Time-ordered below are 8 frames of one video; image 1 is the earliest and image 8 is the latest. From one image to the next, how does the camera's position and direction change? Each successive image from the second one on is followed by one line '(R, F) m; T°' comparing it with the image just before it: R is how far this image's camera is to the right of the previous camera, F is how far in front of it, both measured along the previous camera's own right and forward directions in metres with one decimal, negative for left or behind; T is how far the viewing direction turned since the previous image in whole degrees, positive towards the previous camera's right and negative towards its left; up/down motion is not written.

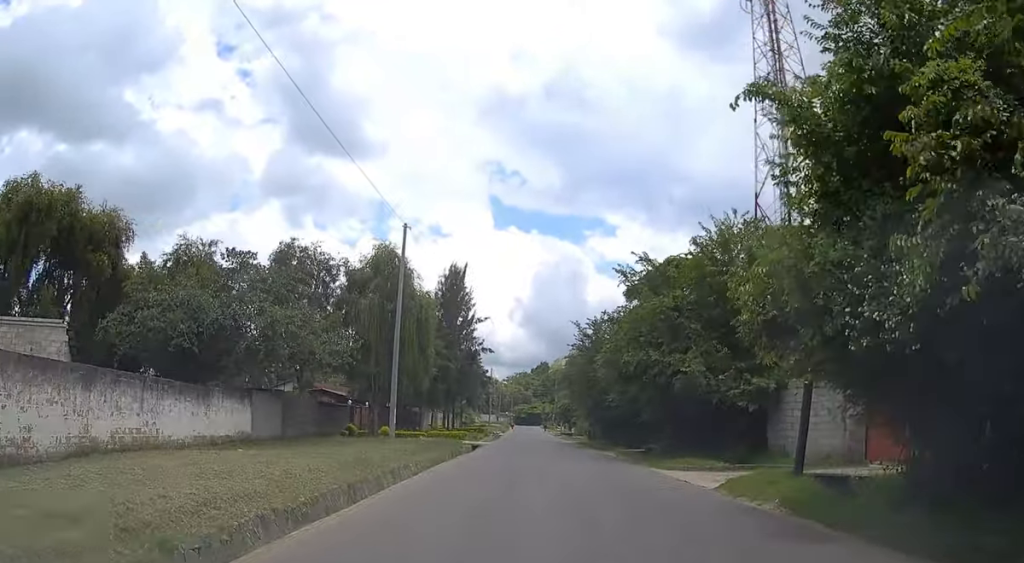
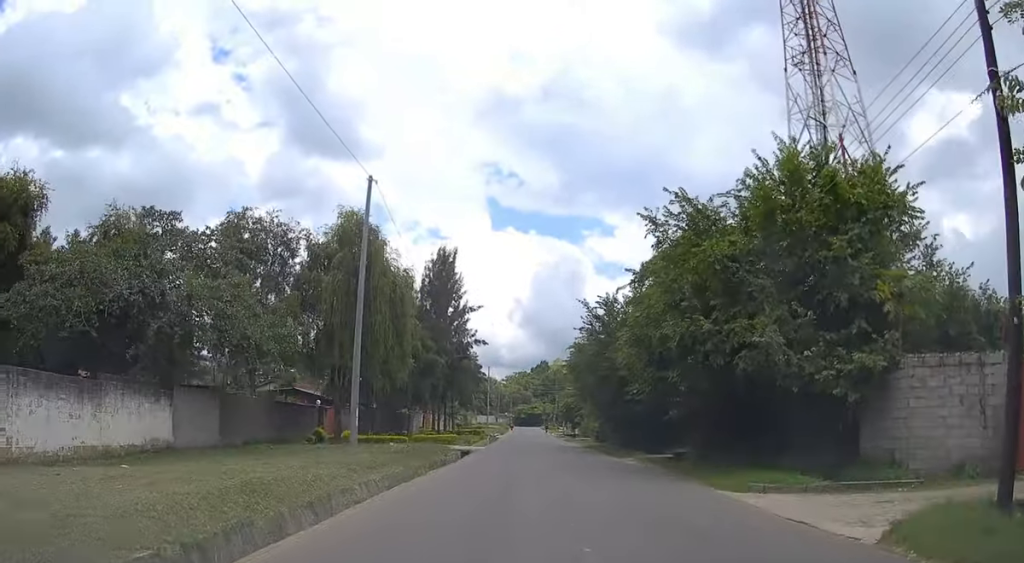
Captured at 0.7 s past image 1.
(0.0, +7.1) m; 0°
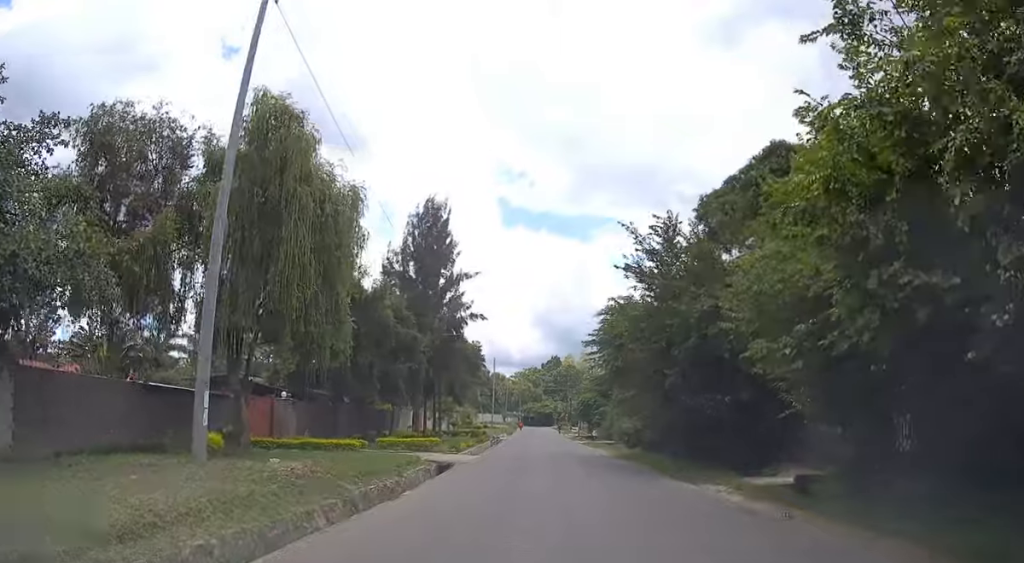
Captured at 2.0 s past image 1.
(-0.2, +12.9) m; -1°
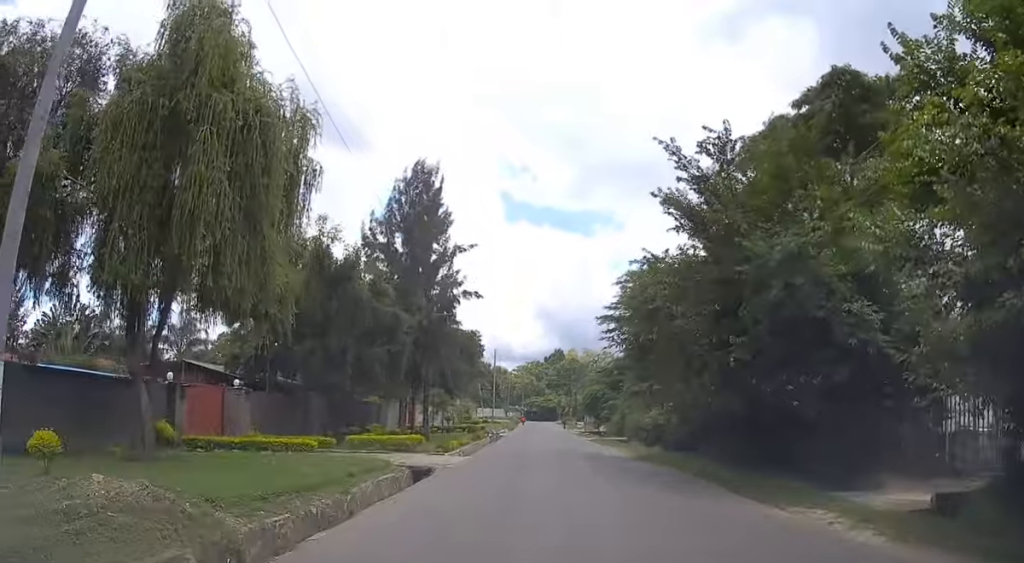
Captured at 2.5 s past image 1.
(-0.1, +6.0) m; 0°
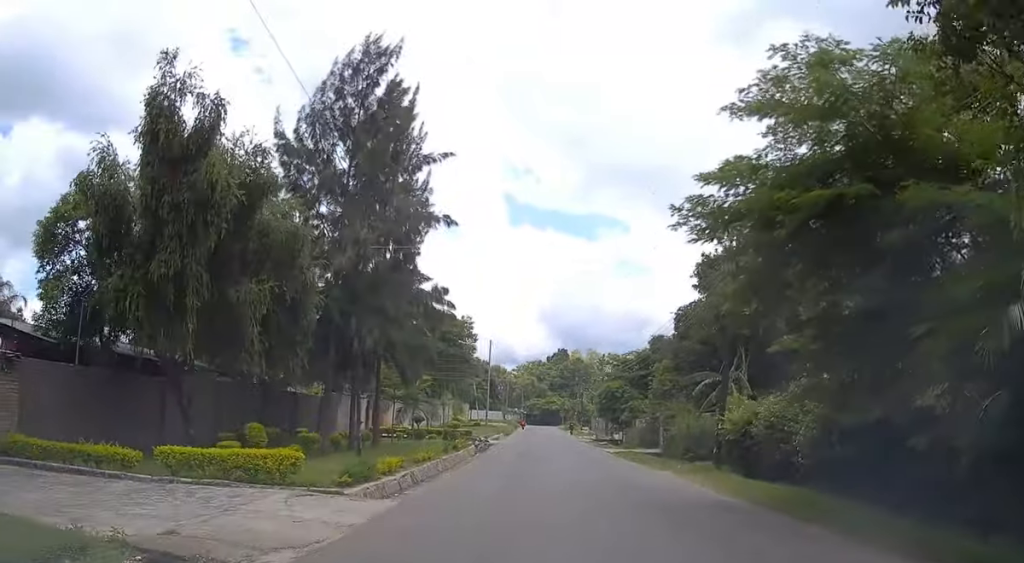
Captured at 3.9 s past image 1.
(+0.1, +14.3) m; 0°
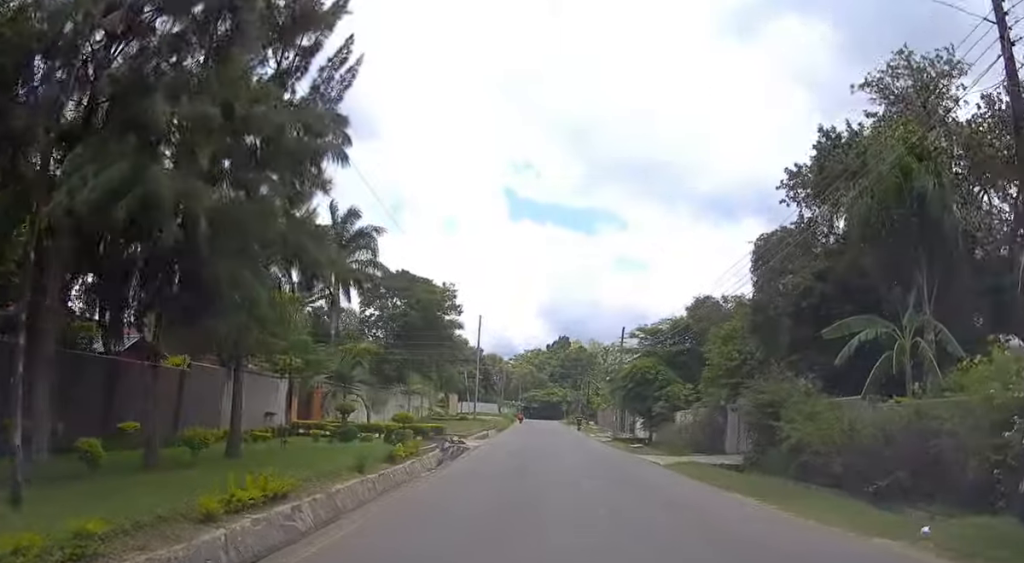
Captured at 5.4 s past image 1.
(-0.2, +15.3) m; -1°
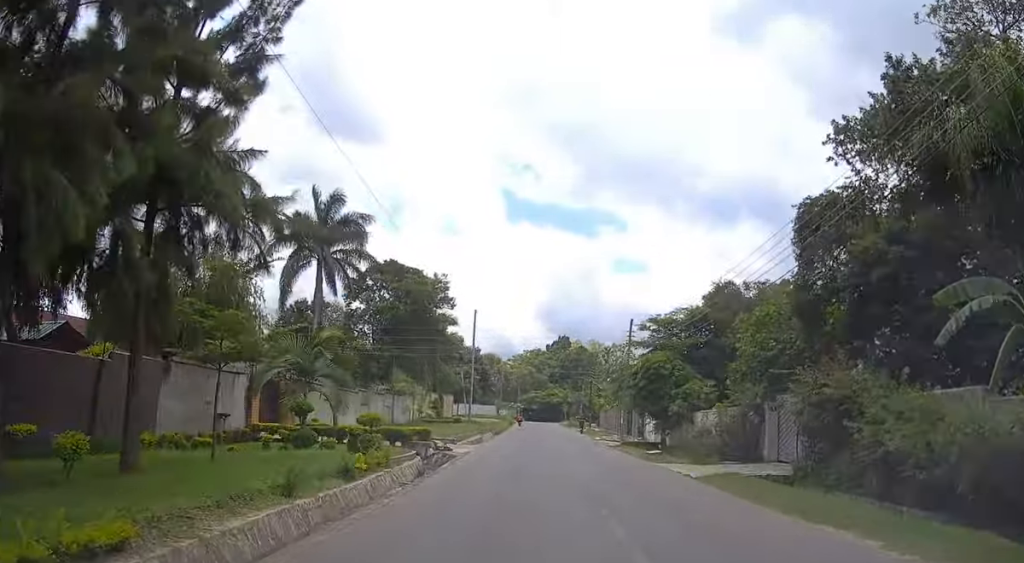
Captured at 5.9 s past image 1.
(0.0, +4.8) m; 0°
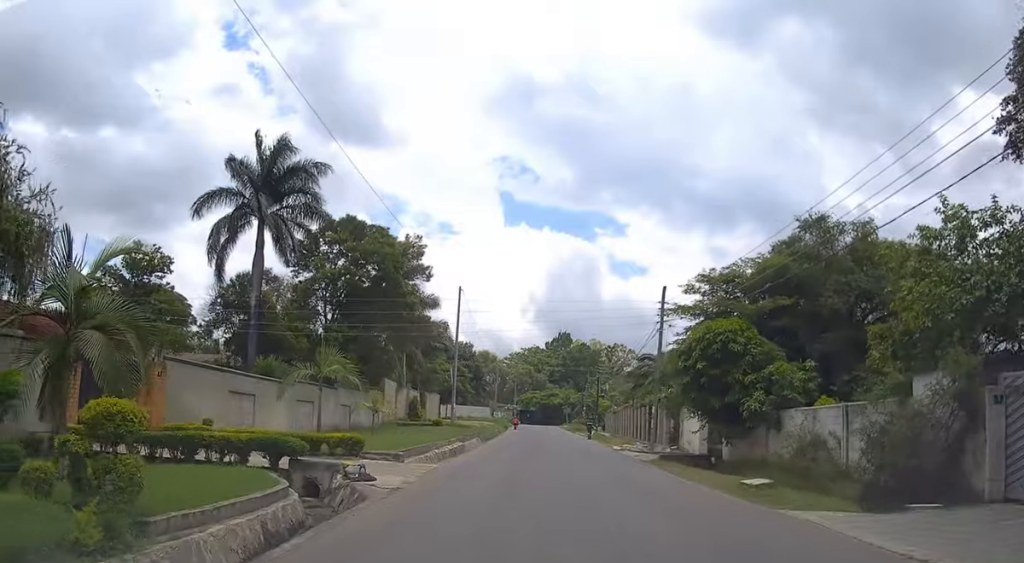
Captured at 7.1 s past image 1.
(+0.1, +12.6) m; +1°
